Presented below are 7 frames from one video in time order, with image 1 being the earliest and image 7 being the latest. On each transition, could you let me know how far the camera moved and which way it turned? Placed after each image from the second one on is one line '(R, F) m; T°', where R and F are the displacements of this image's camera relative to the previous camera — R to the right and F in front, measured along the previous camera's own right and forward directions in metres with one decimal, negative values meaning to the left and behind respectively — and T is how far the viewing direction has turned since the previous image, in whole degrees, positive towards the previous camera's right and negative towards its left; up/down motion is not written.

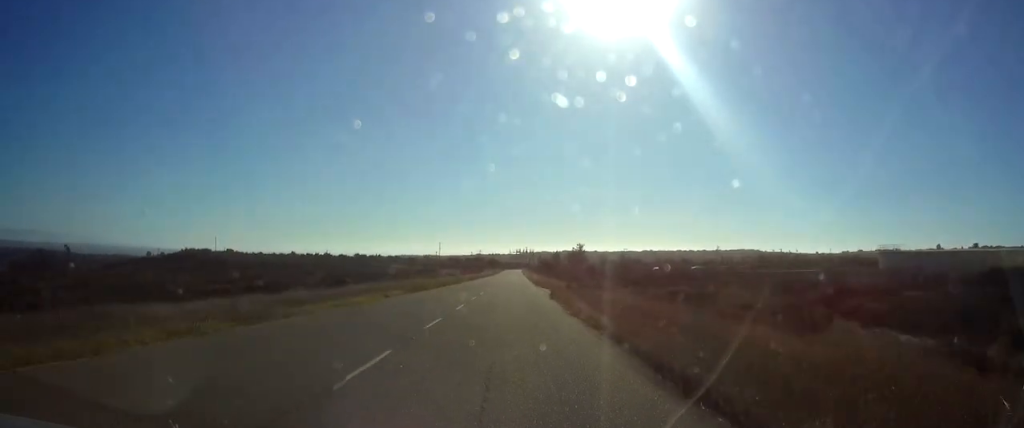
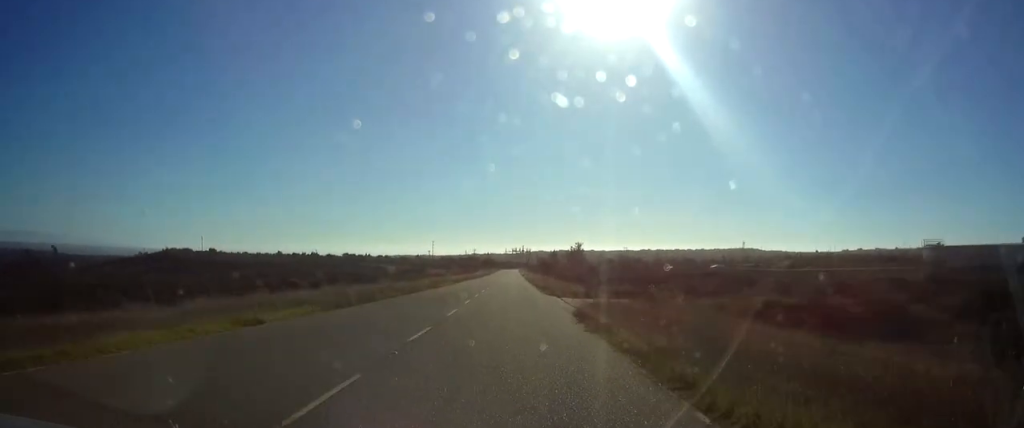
(+0.2, +15.9) m; +1°
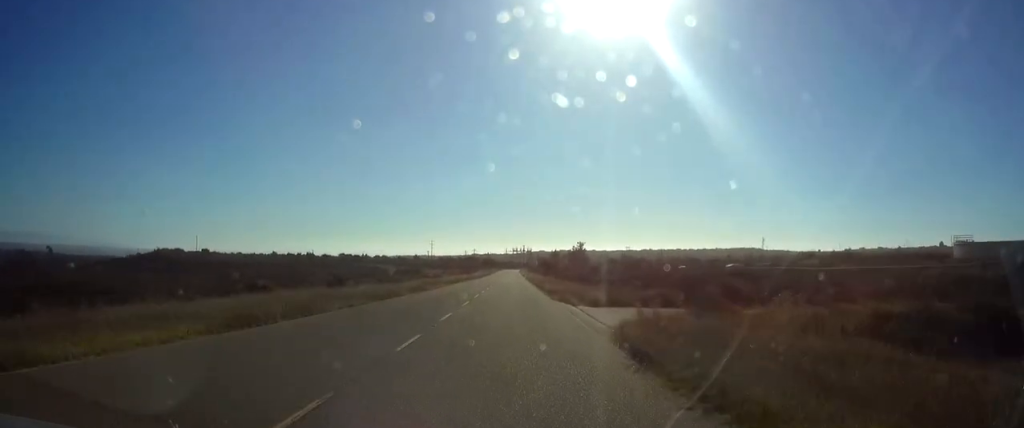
(0.0, +9.1) m; +1°
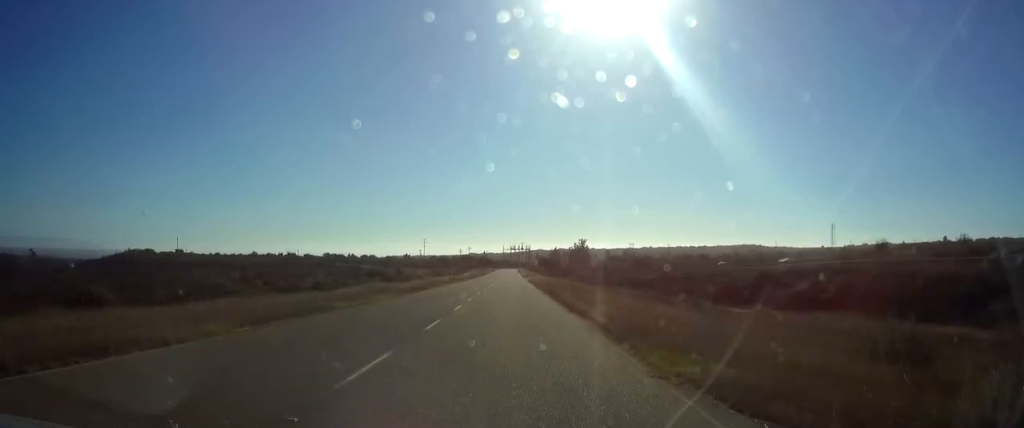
(+0.3, +25.1) m; +1°
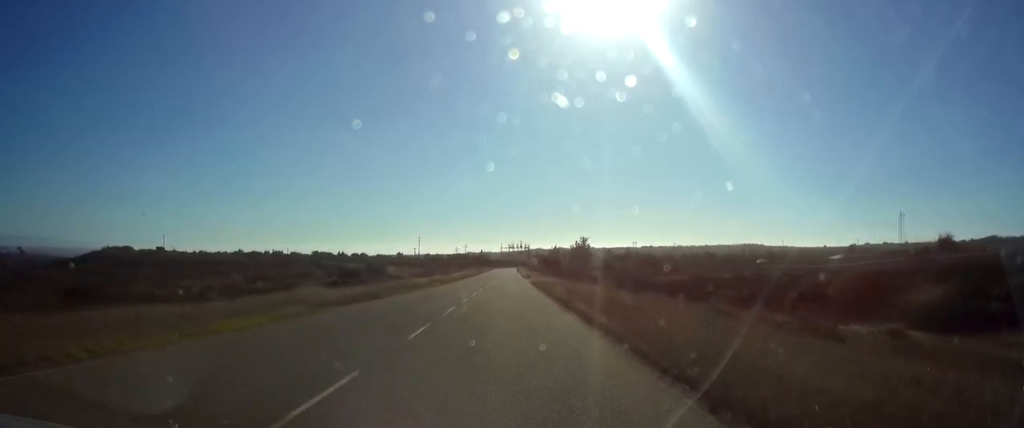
(0.0, +16.2) m; 0°
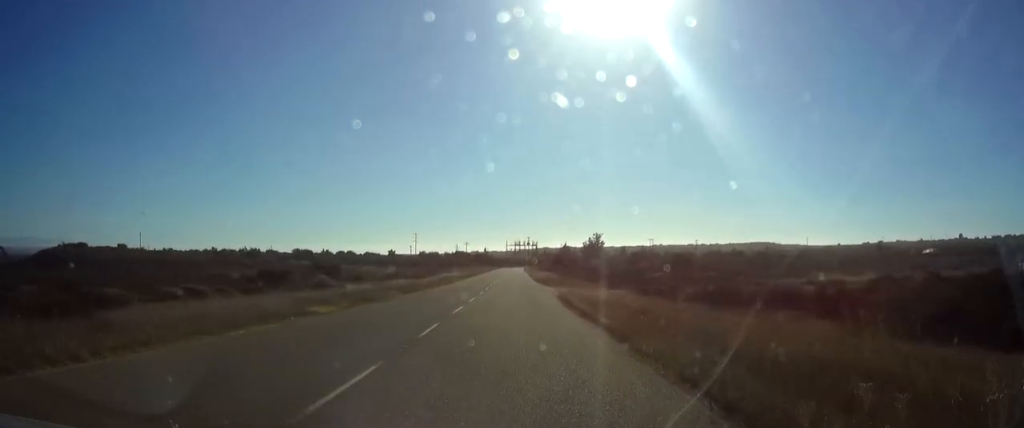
(+0.1, +35.4) m; -1°
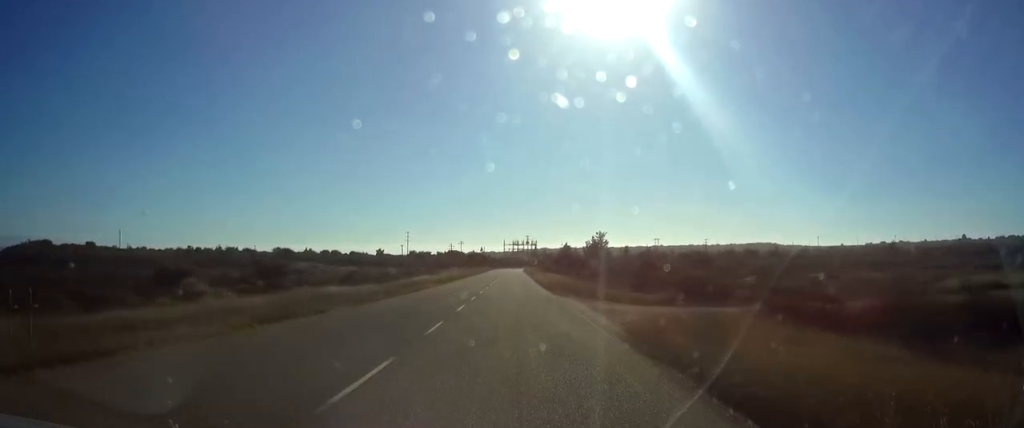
(-0.3, +20.9) m; -1°
